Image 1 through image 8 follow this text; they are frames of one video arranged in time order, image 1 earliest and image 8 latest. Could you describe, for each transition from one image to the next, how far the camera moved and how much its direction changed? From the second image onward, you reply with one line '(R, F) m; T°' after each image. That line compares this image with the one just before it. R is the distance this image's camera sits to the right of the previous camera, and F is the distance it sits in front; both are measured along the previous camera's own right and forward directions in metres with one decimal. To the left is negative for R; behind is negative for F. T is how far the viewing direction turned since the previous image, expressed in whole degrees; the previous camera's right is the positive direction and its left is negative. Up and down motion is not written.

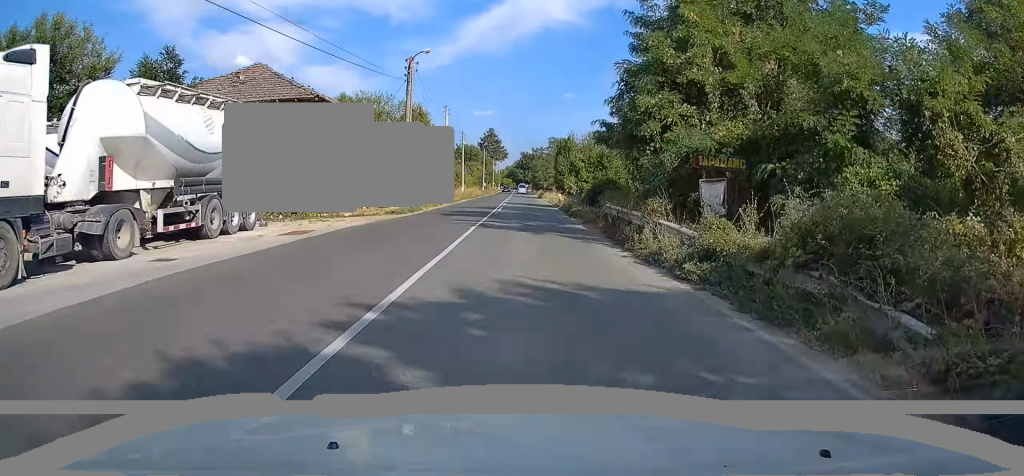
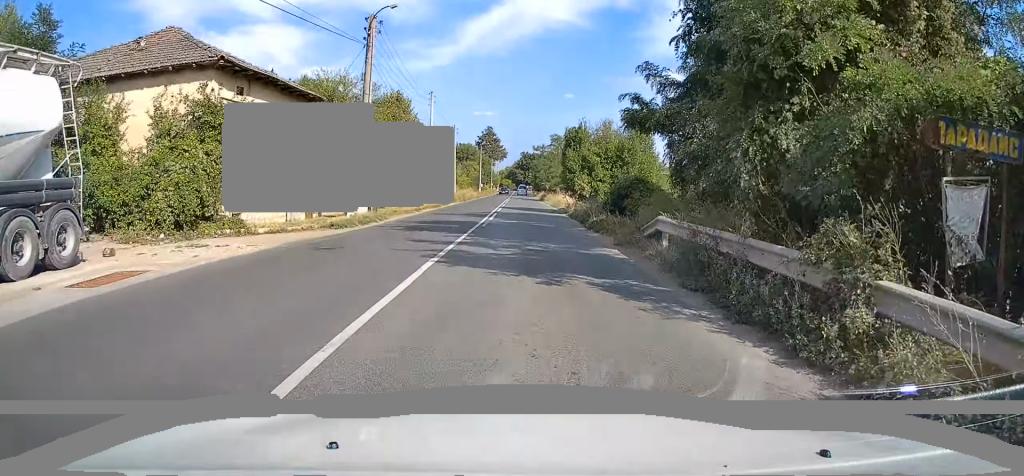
(0.0, +8.8) m; 0°
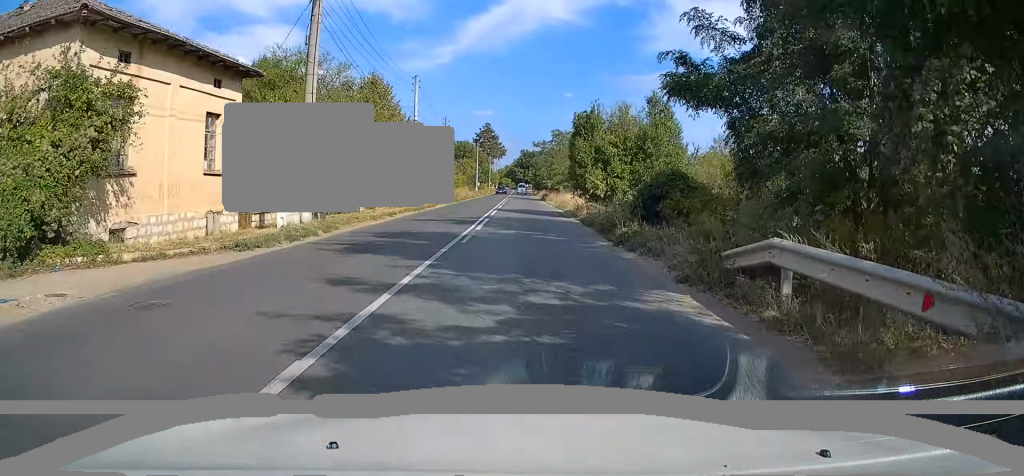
(0.0, +6.4) m; 0°
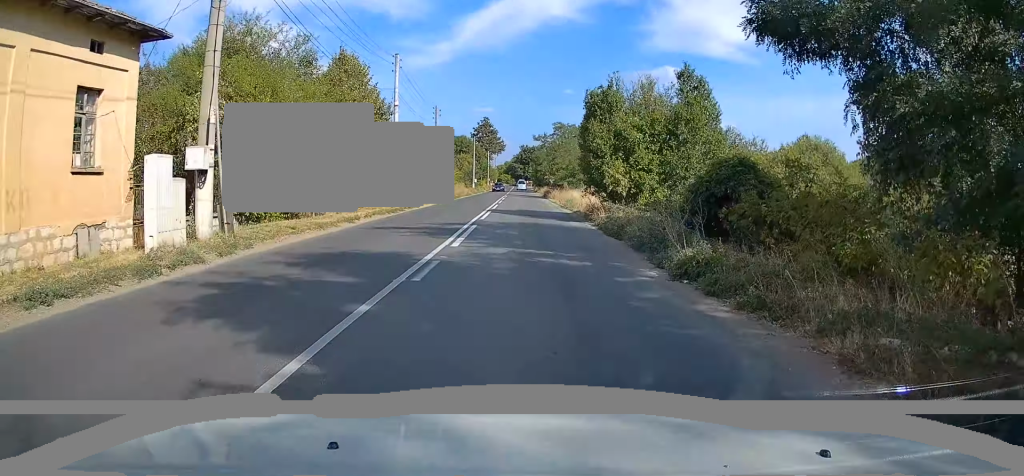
(0.0, +6.0) m; +1°
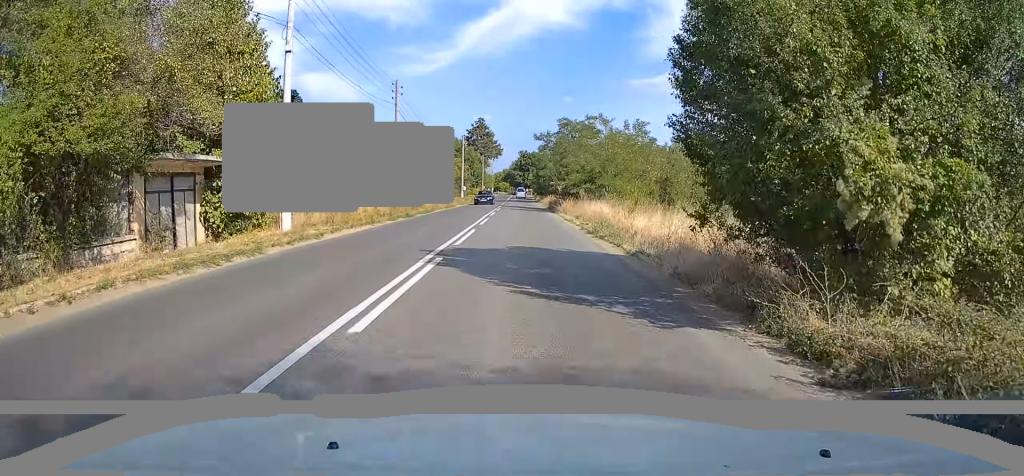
(+0.2, +15.8) m; 0°
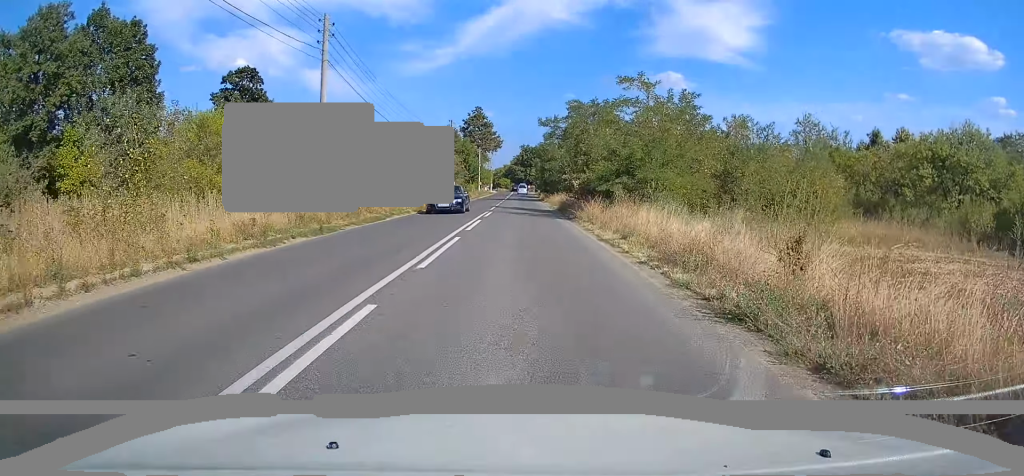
(-0.2, +13.6) m; -1°
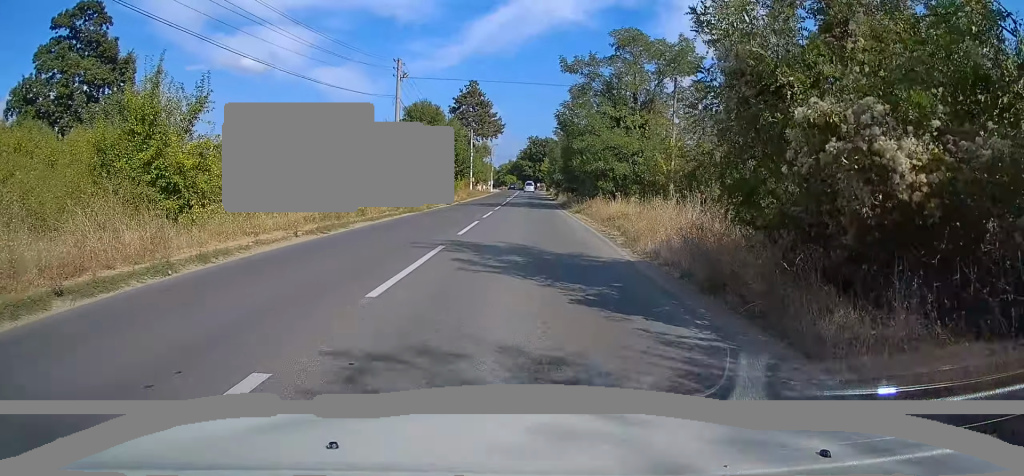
(-0.2, +29.5) m; -1°
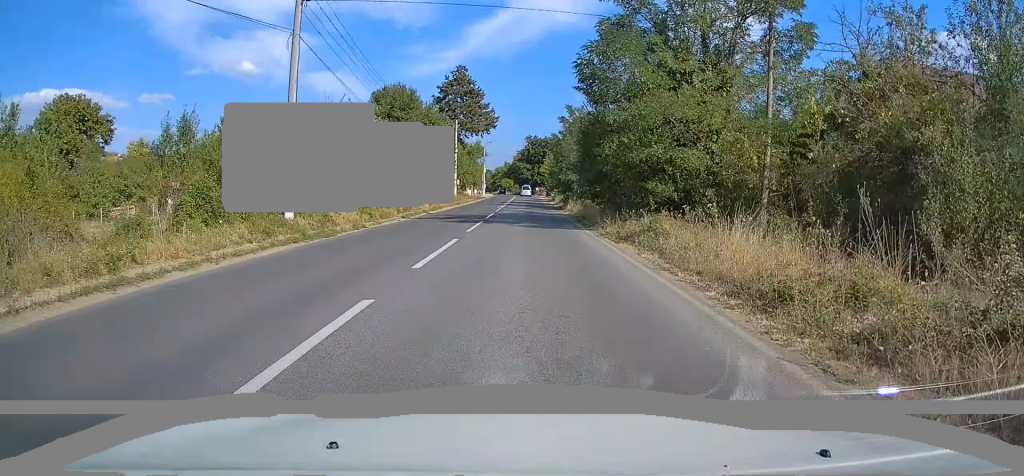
(-0.1, +15.0) m; +1°
